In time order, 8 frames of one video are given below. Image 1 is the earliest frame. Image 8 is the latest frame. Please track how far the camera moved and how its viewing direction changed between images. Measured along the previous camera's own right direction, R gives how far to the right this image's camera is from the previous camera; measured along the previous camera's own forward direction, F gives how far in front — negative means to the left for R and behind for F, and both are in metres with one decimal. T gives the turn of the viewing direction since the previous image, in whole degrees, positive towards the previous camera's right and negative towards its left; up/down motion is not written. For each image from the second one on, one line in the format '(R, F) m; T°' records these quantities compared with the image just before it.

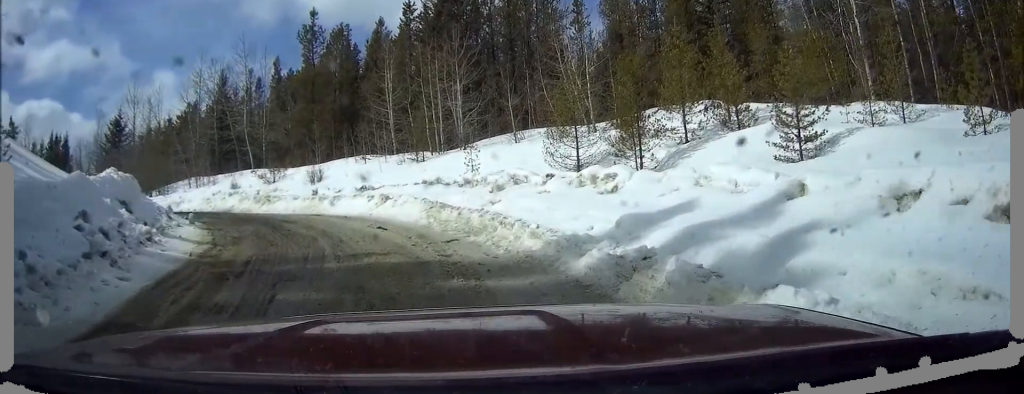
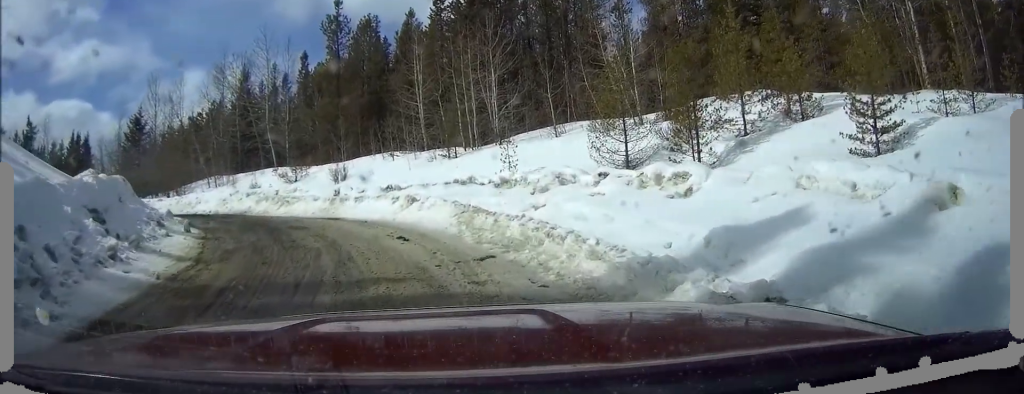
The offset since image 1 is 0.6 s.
(-0.1, +2.2) m; -3°
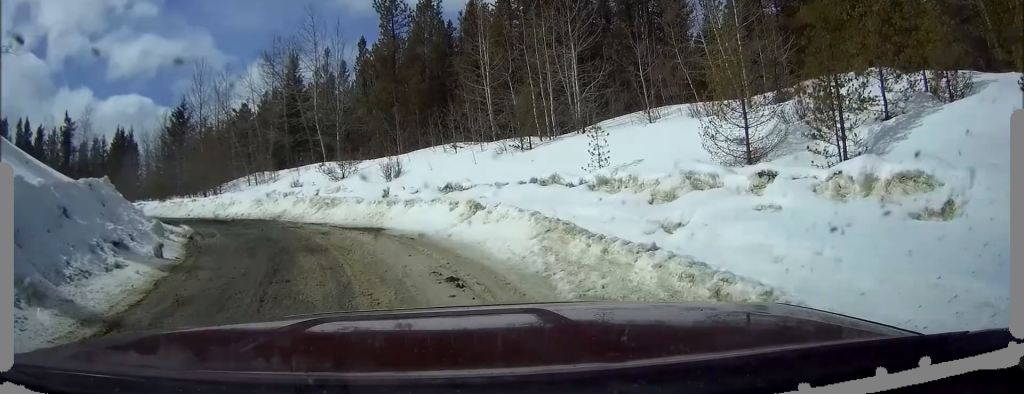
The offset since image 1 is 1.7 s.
(-0.2, +4.1) m; -9°
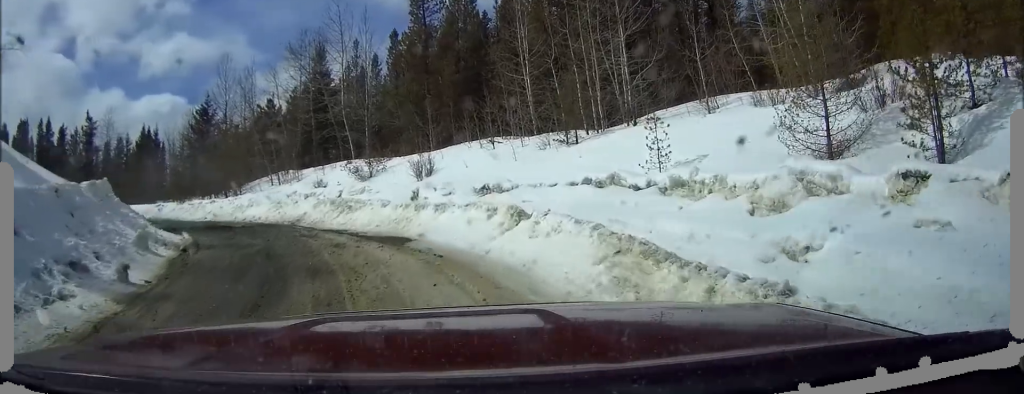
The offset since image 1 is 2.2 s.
(-0.1, +2.0) m; -6°
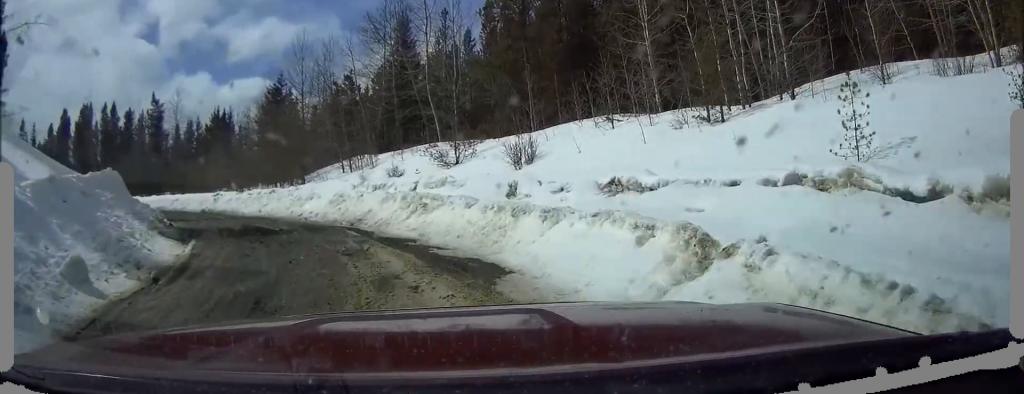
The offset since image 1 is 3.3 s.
(-0.5, +4.2) m; -11°
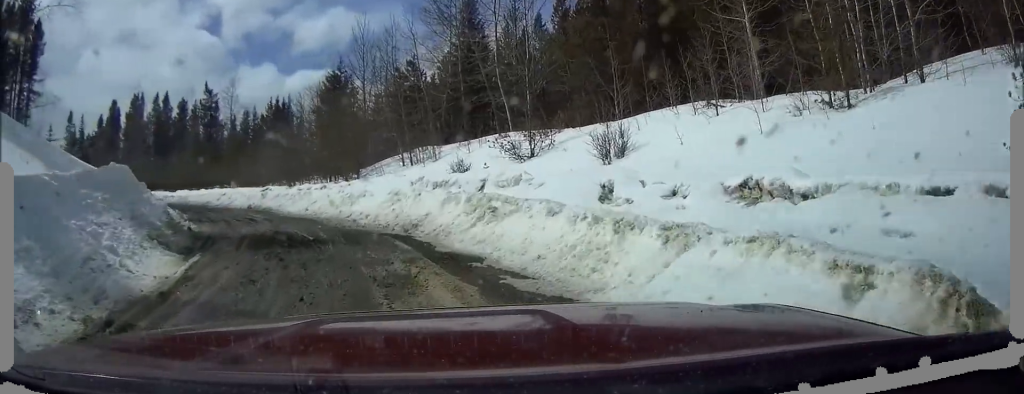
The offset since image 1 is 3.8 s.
(-0.1, +2.4) m; -4°
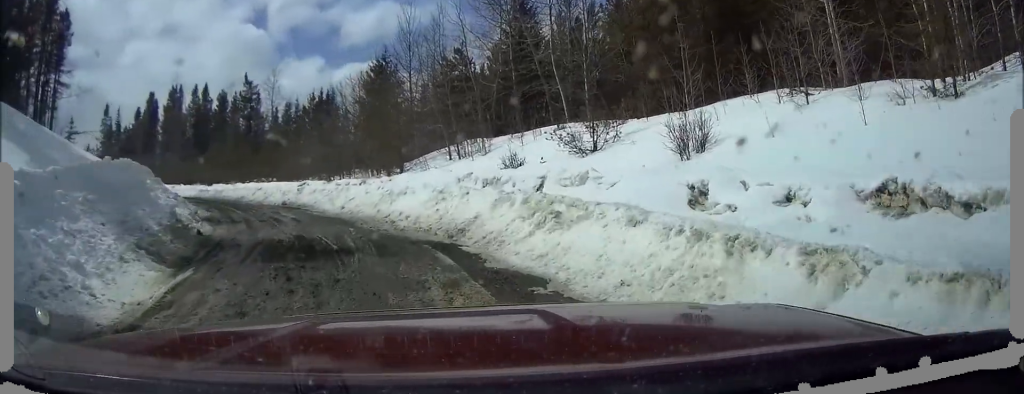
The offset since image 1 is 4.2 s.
(-0.1, +1.8) m; -3°
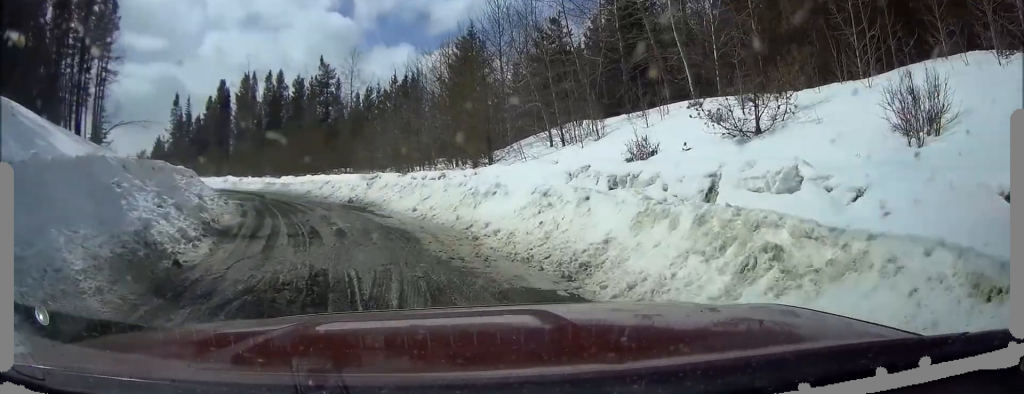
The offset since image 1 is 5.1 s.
(-0.1, +4.0) m; -6°
